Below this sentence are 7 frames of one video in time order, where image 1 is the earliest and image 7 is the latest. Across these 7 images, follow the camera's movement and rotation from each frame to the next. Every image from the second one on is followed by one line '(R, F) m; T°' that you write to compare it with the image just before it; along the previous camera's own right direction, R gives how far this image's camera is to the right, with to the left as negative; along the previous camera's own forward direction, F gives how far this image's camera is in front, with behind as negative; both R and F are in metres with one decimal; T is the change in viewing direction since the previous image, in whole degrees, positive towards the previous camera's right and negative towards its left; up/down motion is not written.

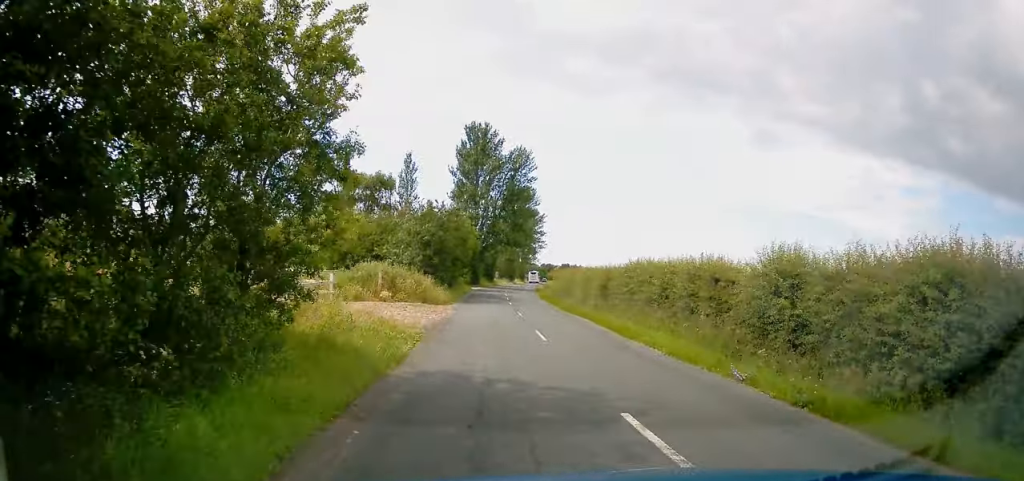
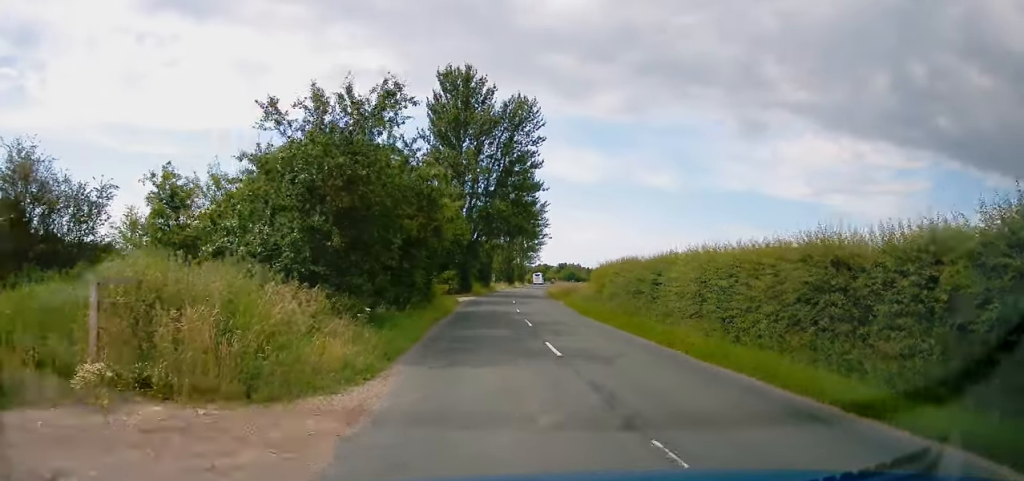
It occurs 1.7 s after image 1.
(-0.1, +21.2) m; +1°
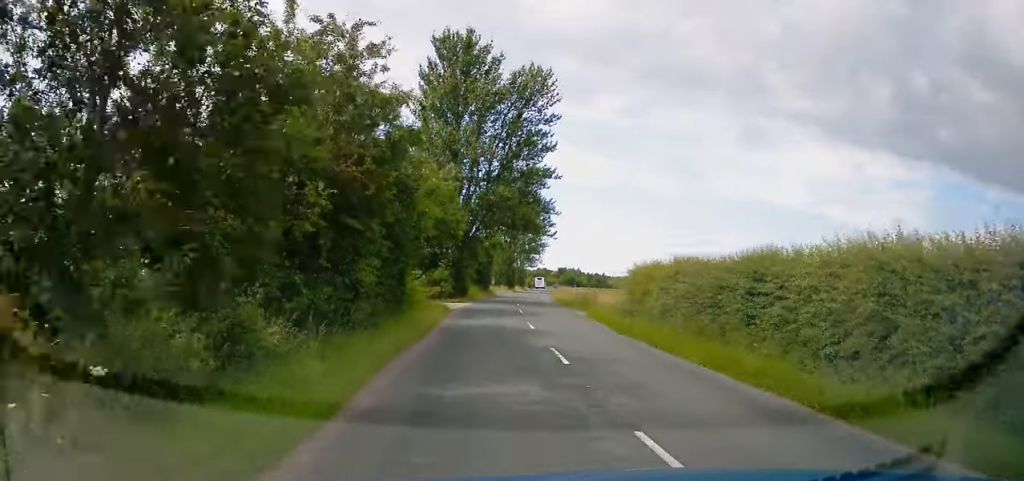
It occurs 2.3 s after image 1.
(+0.1, +8.0) m; +1°
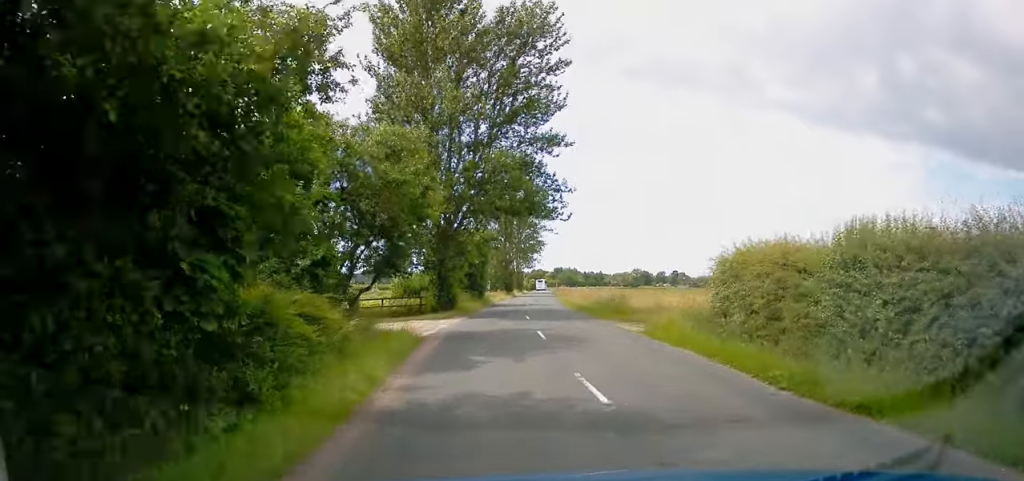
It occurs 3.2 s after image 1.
(0.0, +11.5) m; +1°
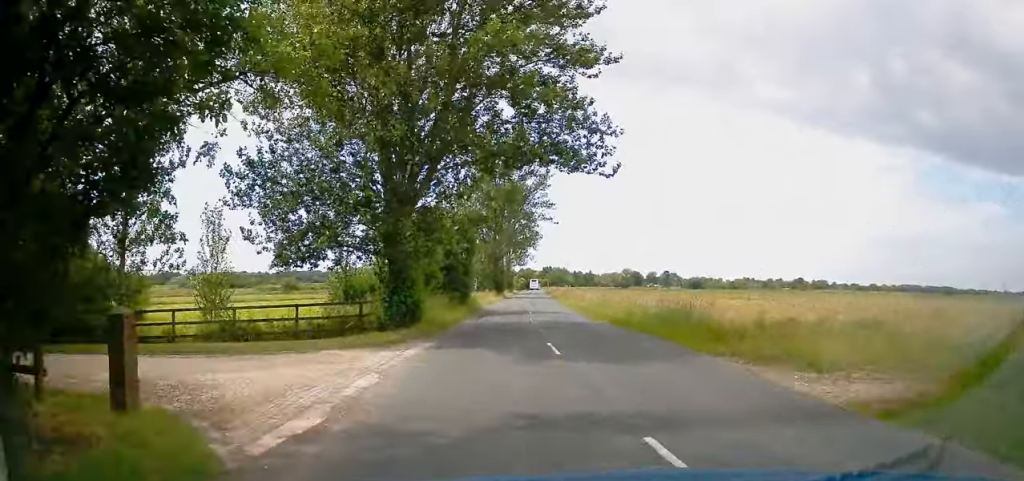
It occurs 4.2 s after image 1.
(+0.3, +13.2) m; 0°
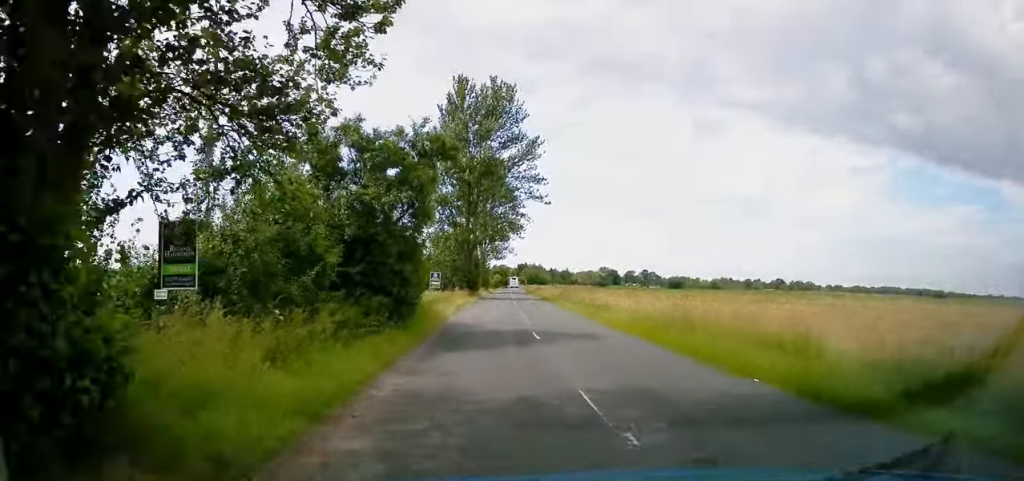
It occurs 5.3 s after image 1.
(-0.1, +15.1) m; +2°
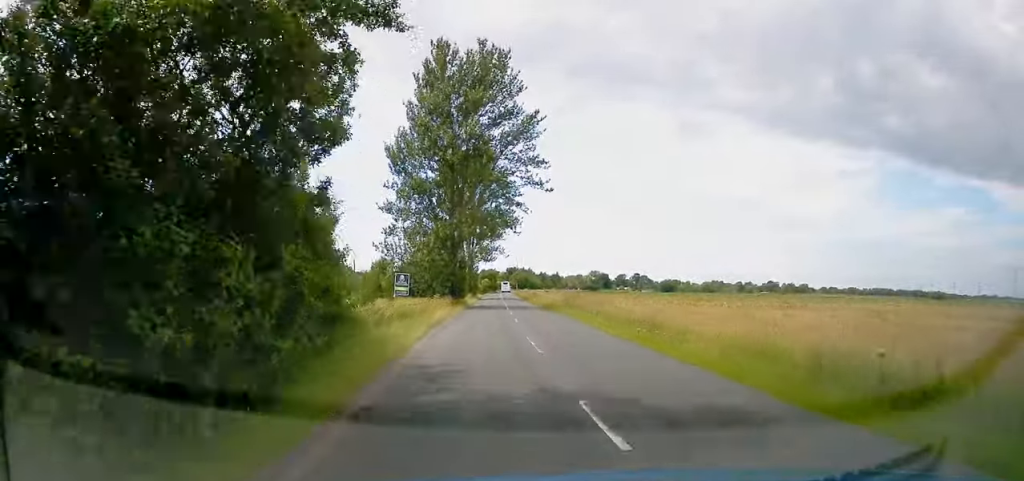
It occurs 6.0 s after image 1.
(+0.3, +9.6) m; +2°
